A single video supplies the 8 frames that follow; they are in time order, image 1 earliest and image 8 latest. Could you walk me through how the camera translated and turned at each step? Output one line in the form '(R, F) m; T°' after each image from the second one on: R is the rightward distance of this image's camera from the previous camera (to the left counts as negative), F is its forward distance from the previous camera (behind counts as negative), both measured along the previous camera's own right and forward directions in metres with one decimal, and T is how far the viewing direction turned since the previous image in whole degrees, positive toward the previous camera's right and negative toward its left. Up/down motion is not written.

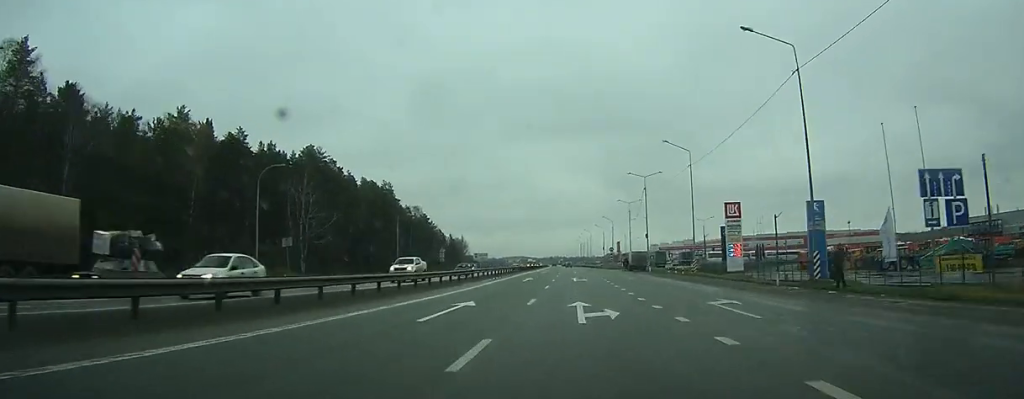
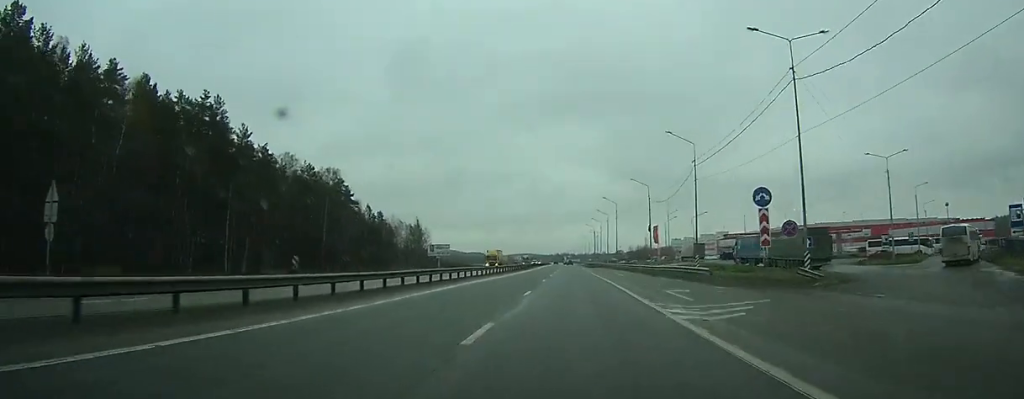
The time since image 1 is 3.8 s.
(-0.4, +96.6) m; -1°
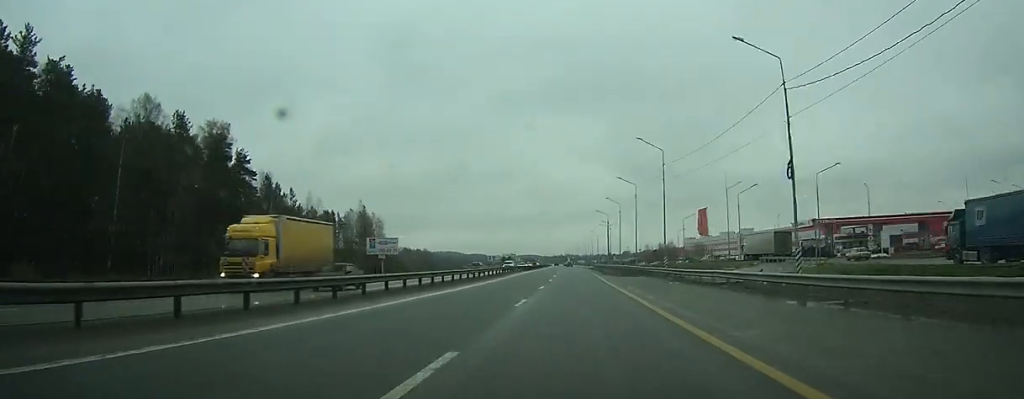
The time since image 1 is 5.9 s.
(-0.4, +54.8) m; -1°
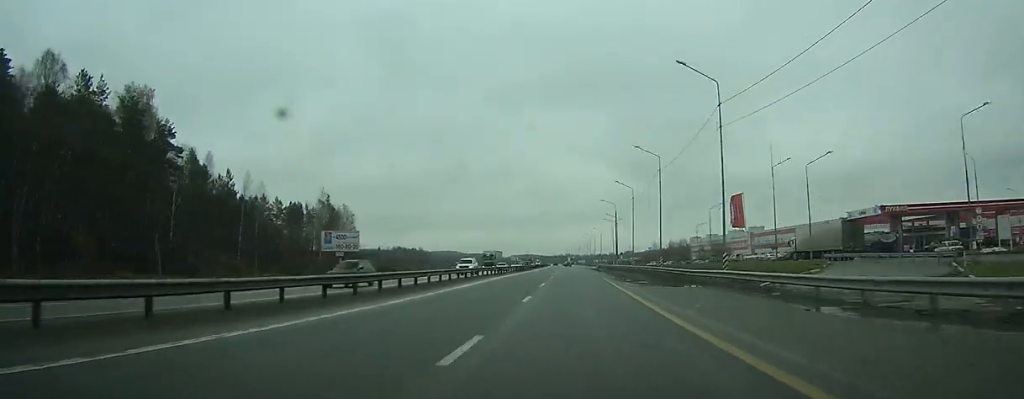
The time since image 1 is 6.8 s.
(-0.1, +22.0) m; 0°
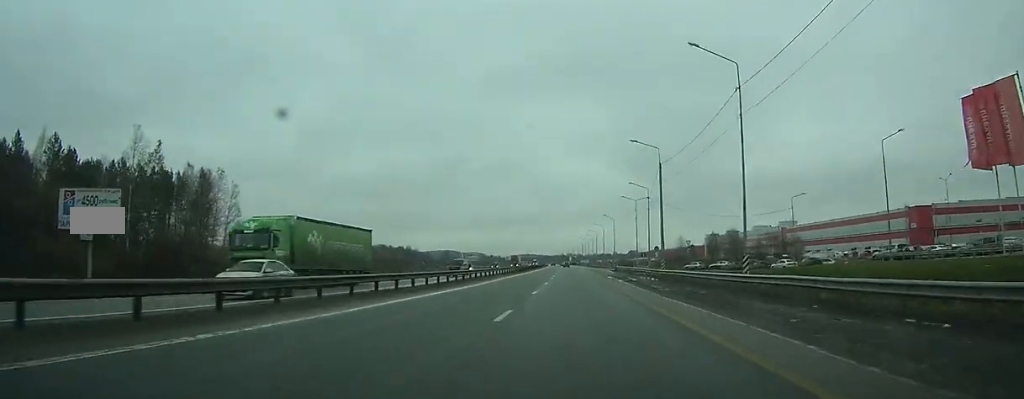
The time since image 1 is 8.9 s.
(+0.2, +52.3) m; 0°
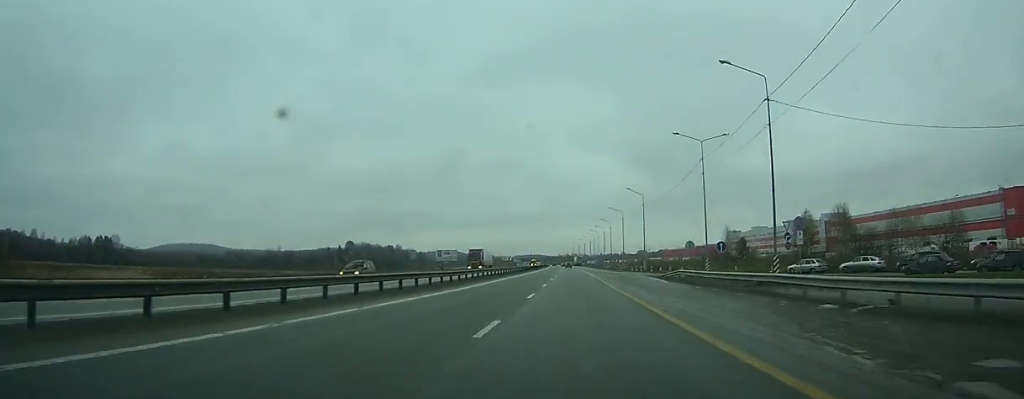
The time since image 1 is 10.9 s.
(-0.3, +49.3) m; -1°
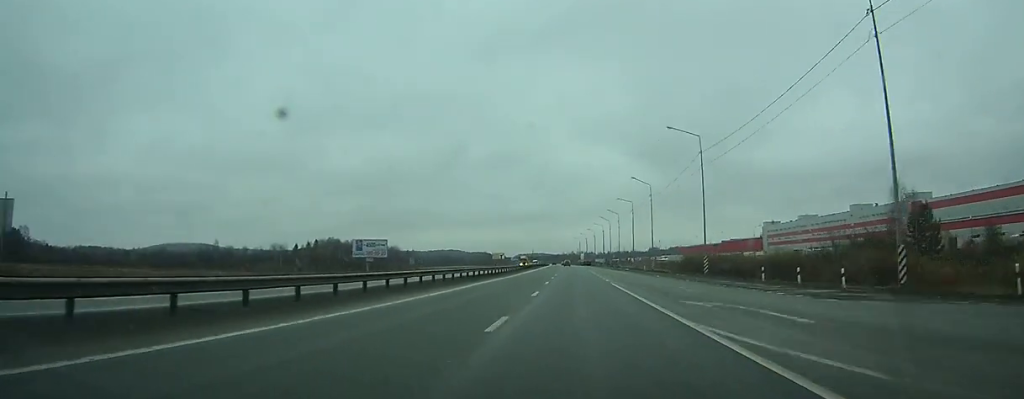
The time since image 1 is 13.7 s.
(-0.6, +74.8) m; -1°
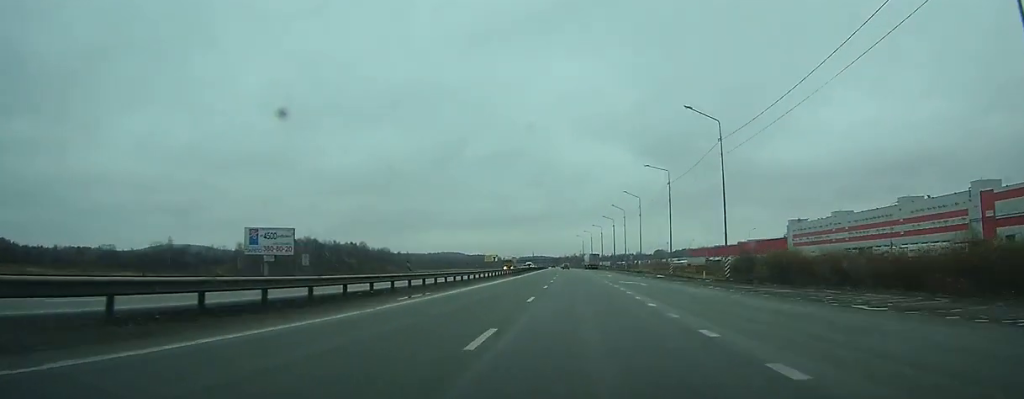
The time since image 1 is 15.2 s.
(0.0, +38.9) m; 0°
